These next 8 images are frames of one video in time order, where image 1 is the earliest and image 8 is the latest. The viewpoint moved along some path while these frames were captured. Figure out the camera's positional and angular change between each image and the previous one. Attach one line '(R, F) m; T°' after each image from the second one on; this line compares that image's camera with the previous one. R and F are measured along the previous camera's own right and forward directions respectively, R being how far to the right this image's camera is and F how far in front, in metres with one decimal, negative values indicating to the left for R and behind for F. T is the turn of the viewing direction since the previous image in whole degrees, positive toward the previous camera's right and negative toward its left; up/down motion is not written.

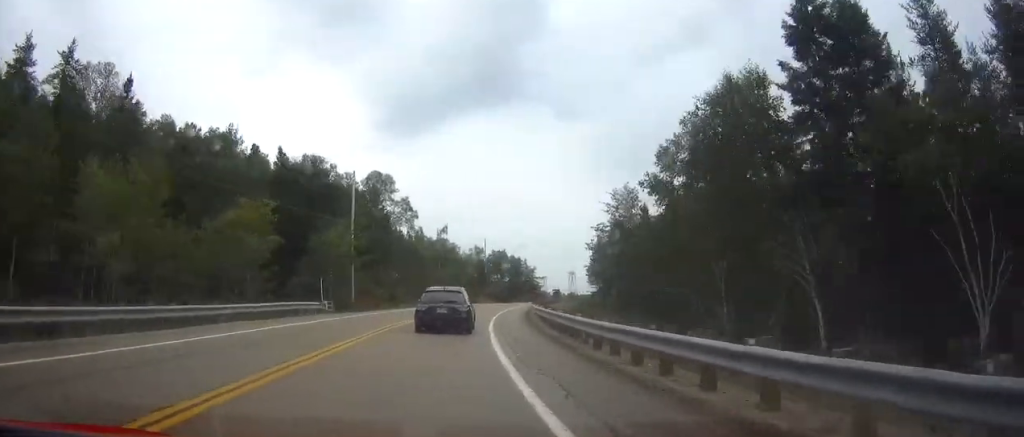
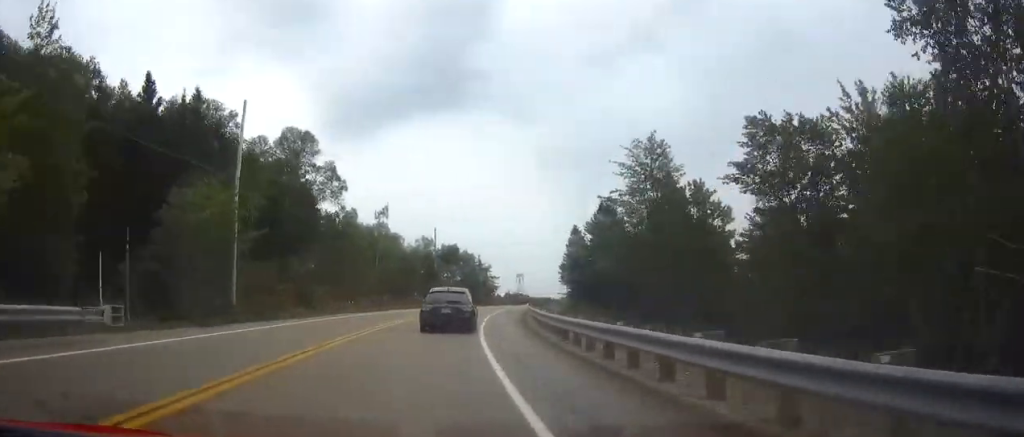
(+0.8, +21.7) m; +4°
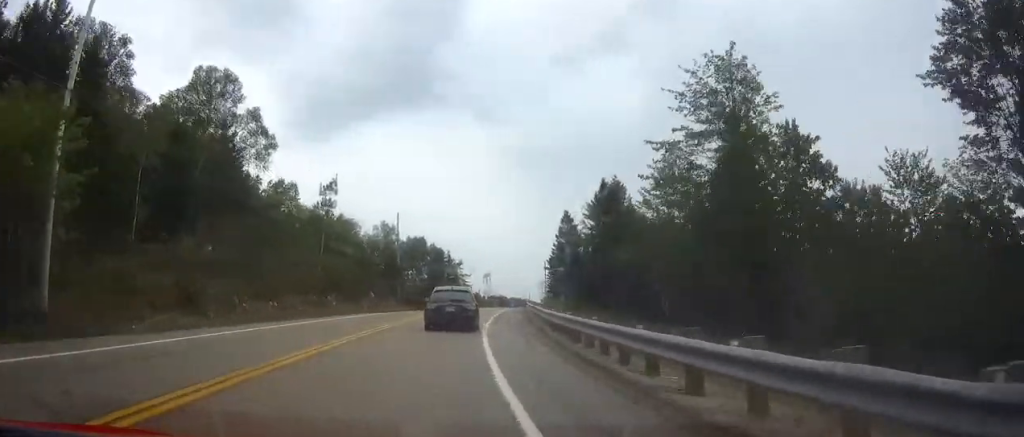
(0.0, +16.6) m; +4°
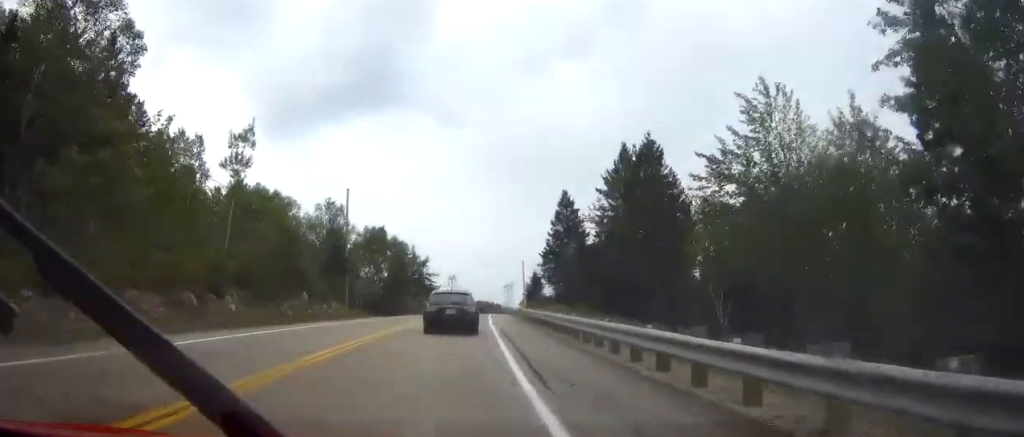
(+1.4, +18.2) m; +4°
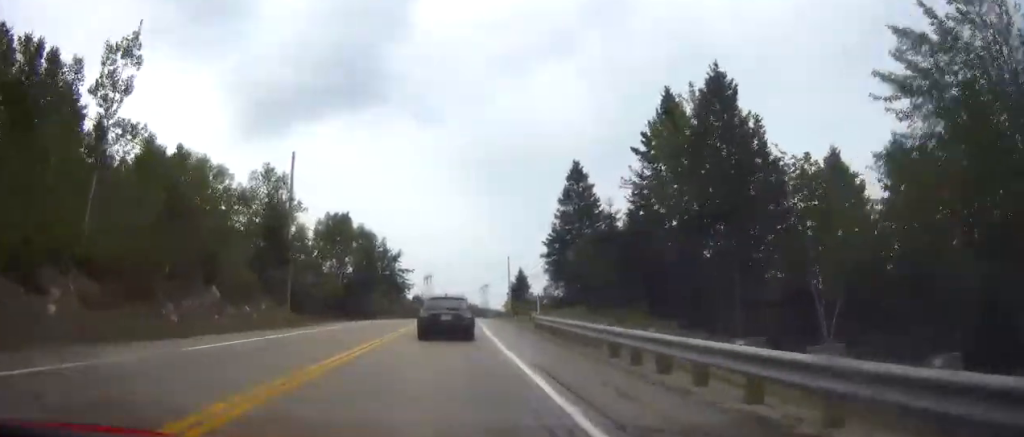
(+0.1, +14.5) m; +2°
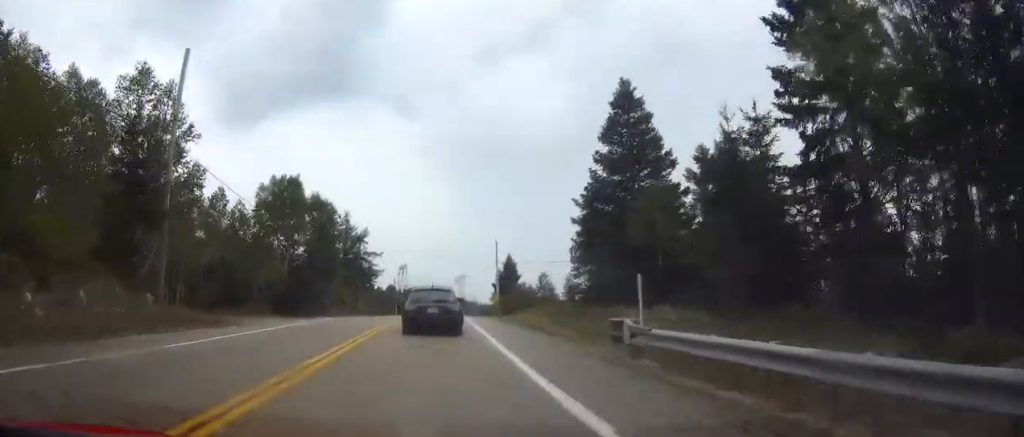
(+0.3, +17.5) m; +2°
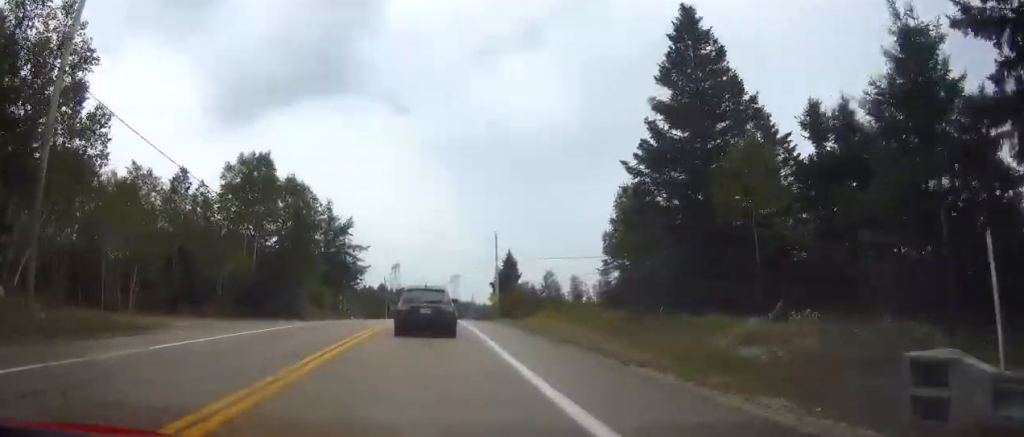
(+0.3, +9.1) m; +1°
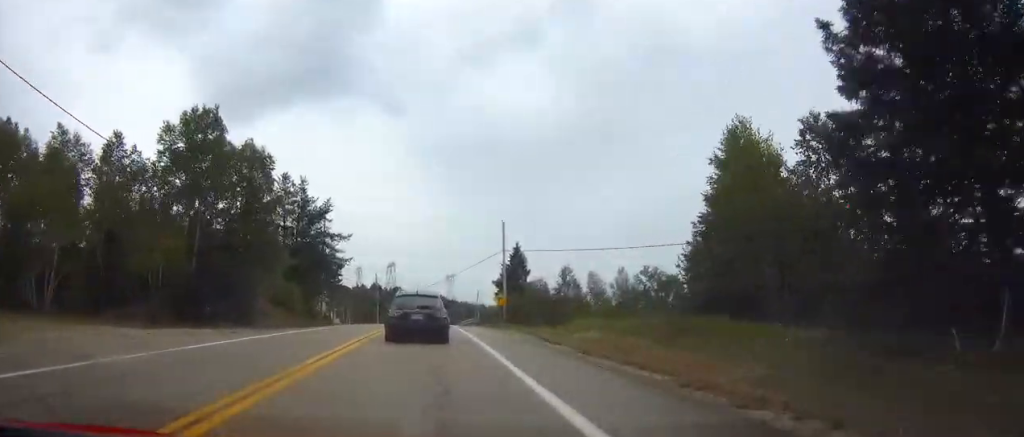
(+0.1, +12.8) m; +1°
